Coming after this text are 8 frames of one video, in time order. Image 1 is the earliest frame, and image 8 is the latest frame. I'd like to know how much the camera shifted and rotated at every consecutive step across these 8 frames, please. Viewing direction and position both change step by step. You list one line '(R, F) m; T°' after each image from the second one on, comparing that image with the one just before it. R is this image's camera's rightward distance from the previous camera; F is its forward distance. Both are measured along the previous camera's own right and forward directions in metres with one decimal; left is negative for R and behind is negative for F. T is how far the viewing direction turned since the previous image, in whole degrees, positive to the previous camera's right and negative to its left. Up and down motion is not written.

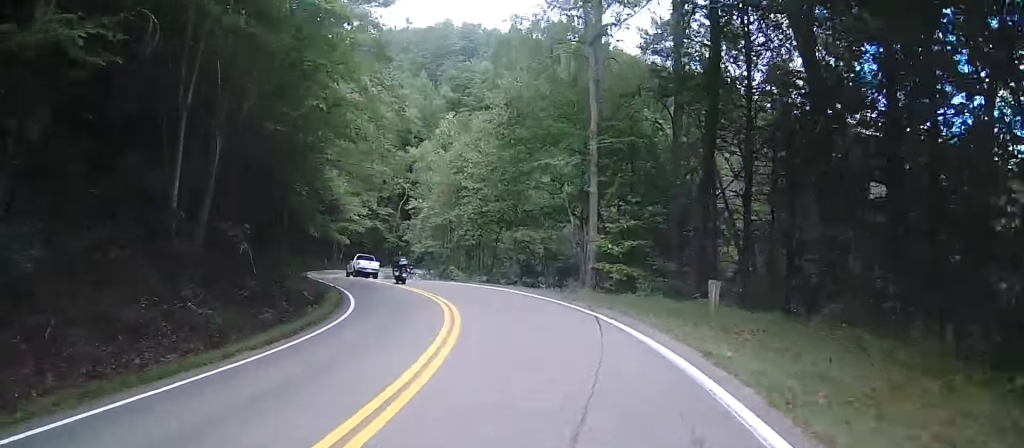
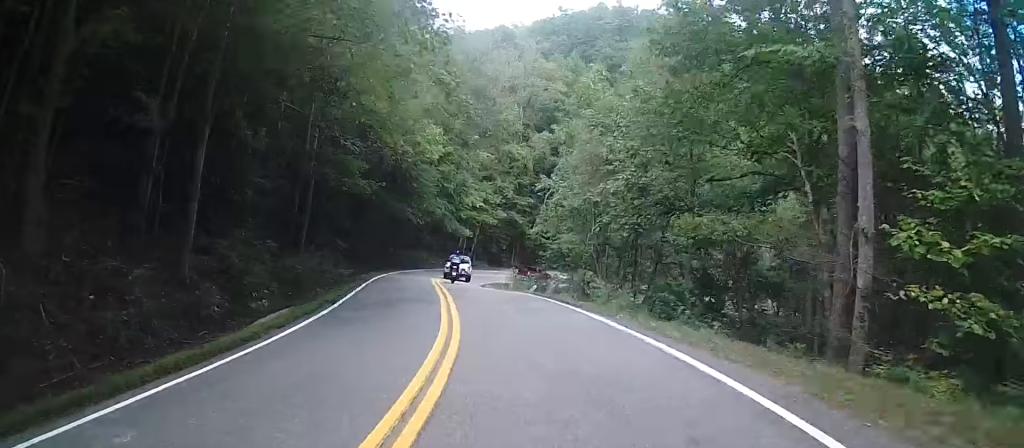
(-1.2, +23.6) m; -7°
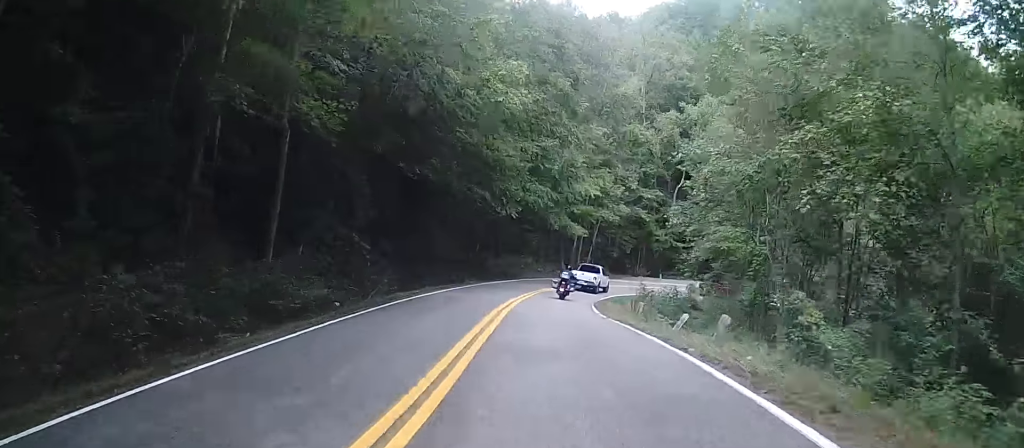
(-1.5, +23.0) m; -4°
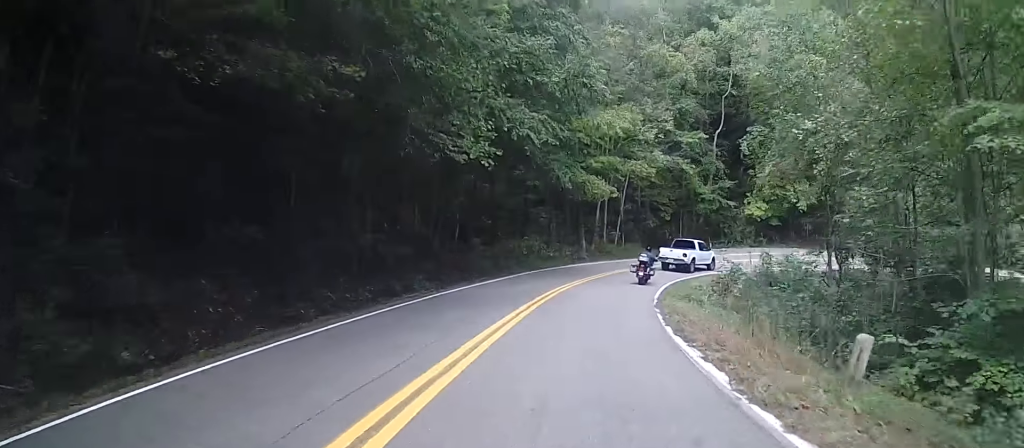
(-0.6, +29.8) m; -2°
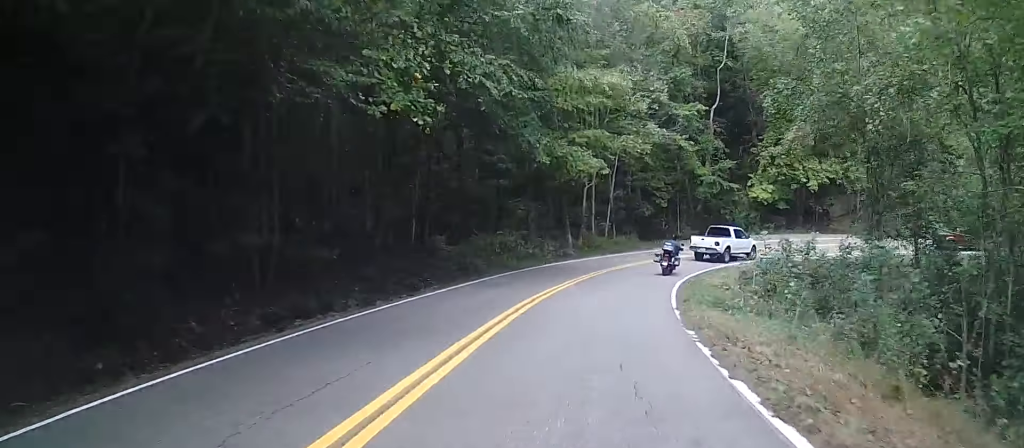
(+0.1, +12.1) m; -1°
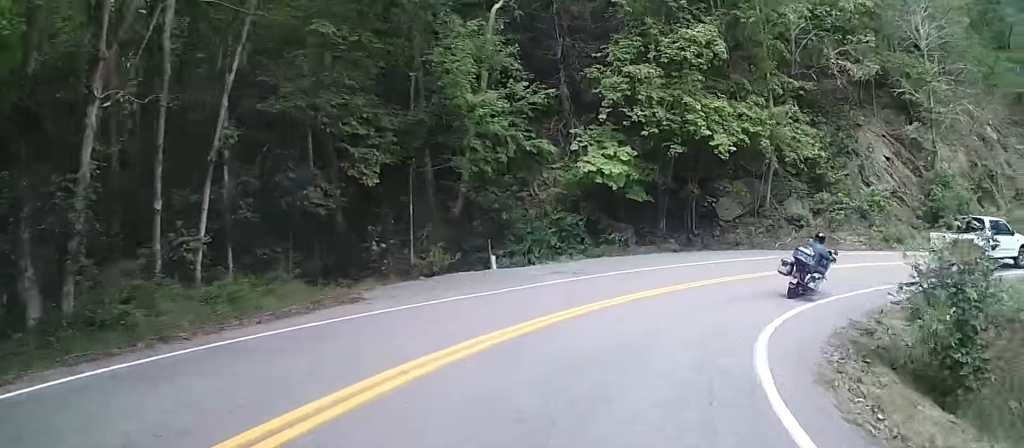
(-0.9, +55.1) m; +7°
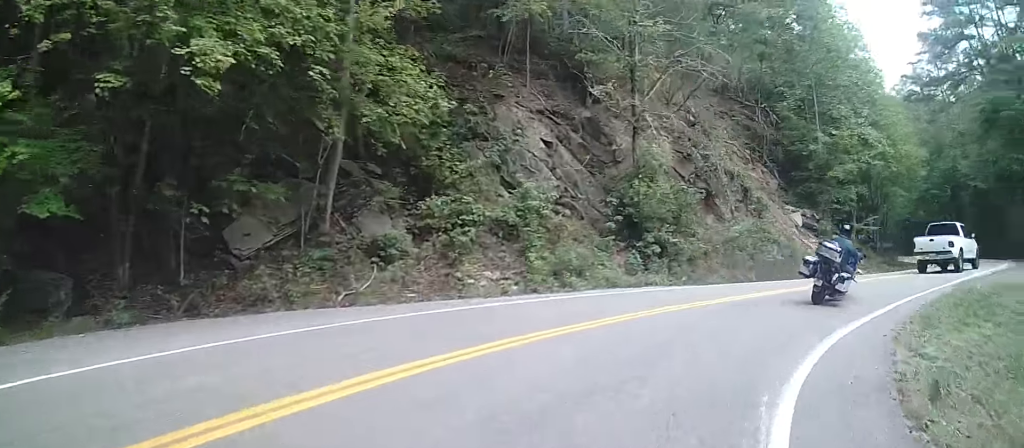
(+3.7, +23.0) m; +19°
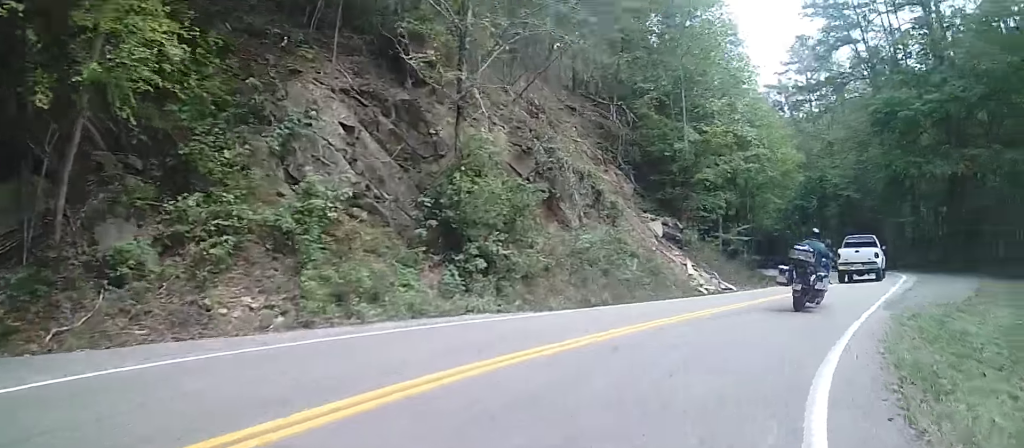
(-0.8, +7.6) m; +7°
